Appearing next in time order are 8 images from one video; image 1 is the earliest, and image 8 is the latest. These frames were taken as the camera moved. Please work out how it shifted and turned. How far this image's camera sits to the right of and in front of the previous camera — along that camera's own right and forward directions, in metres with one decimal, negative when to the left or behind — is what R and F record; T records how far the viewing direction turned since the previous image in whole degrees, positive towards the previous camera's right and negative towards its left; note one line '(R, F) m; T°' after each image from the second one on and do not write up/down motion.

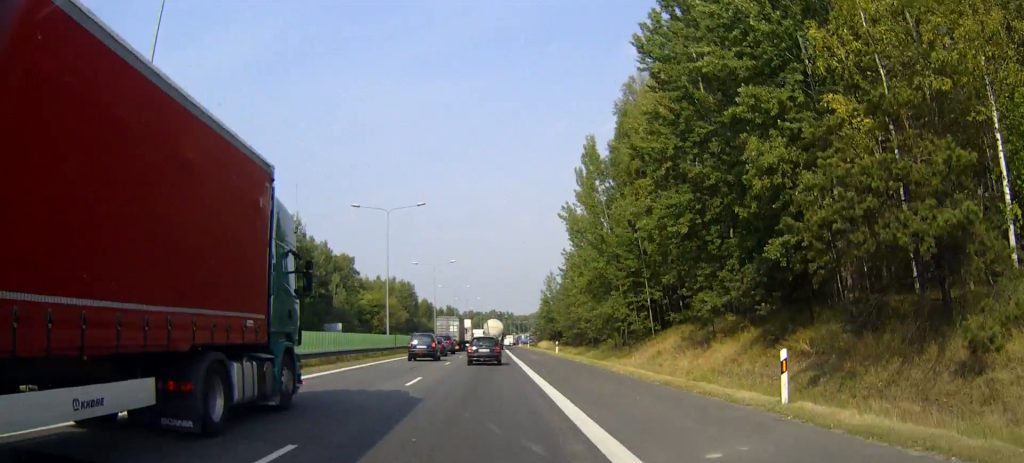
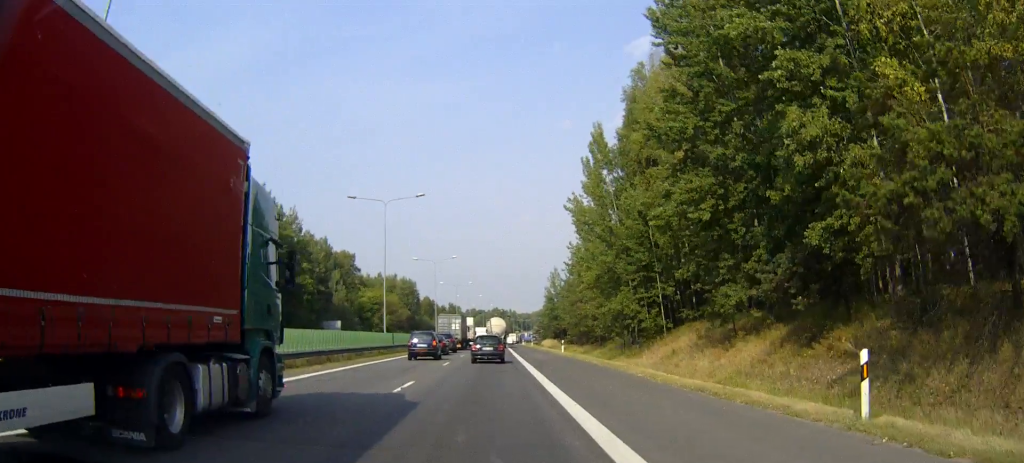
(0.0, +3.0) m; 0°
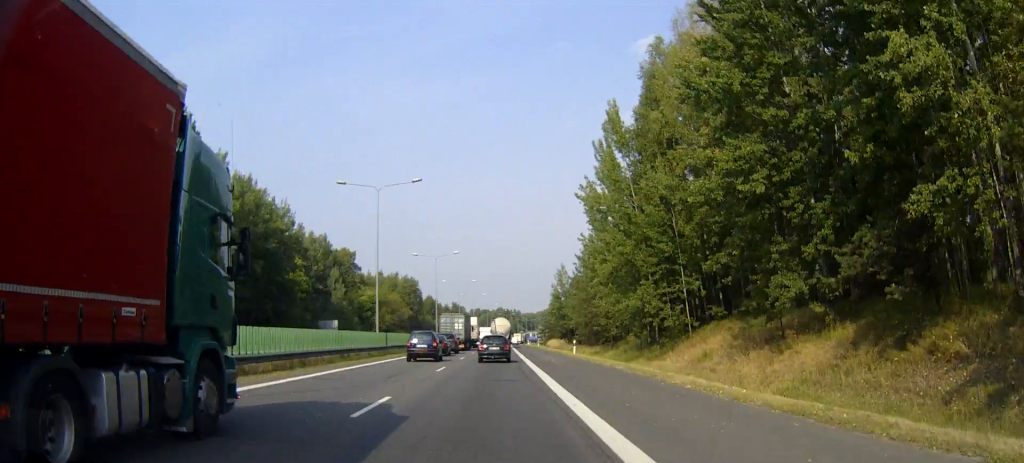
(0.0, +5.4) m; 0°
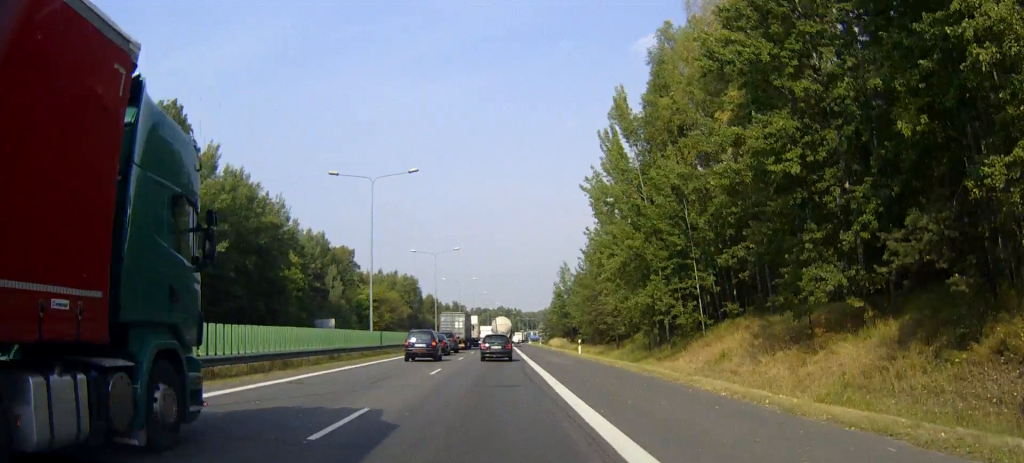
(0.0, +2.8) m; 0°
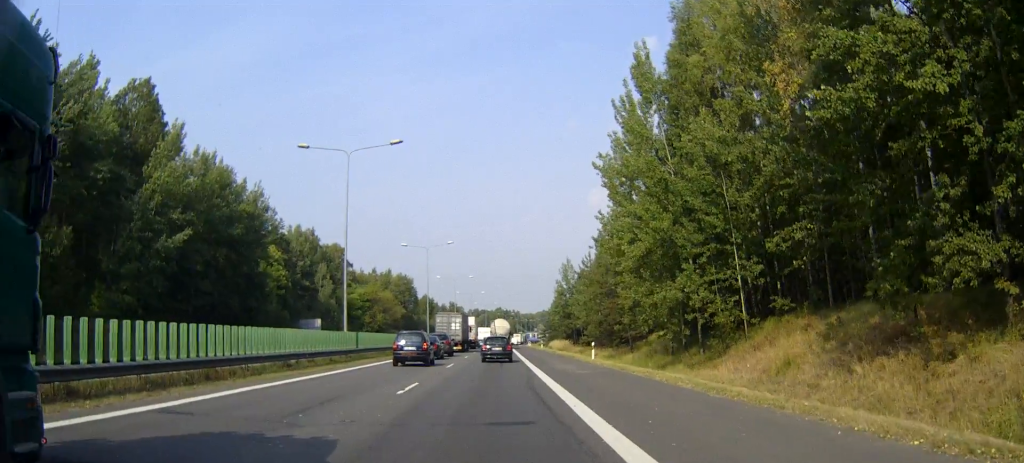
(+0.1, +7.8) m; +1°
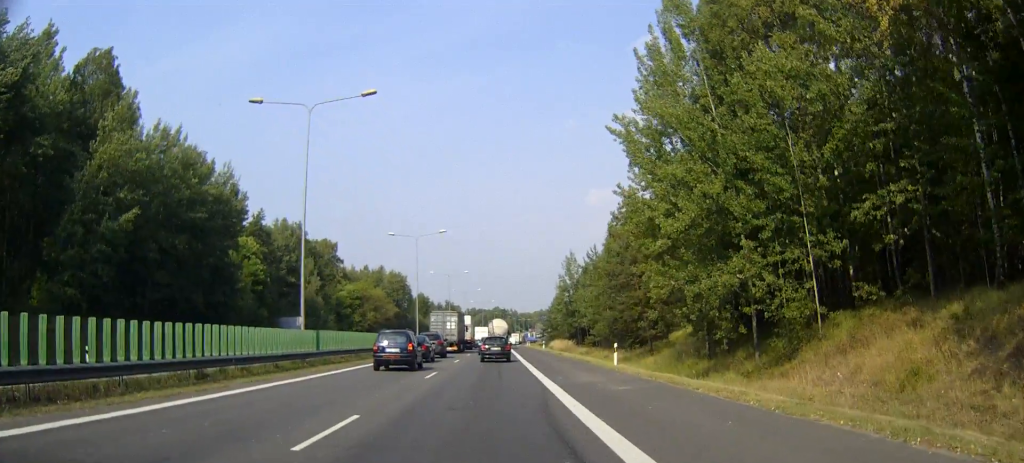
(+0.1, +8.7) m; +2°
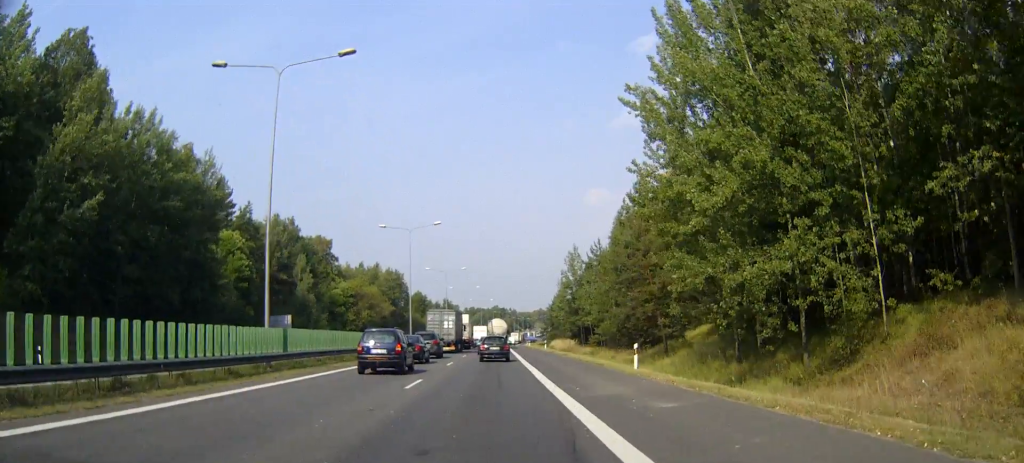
(0.0, +5.1) m; 0°
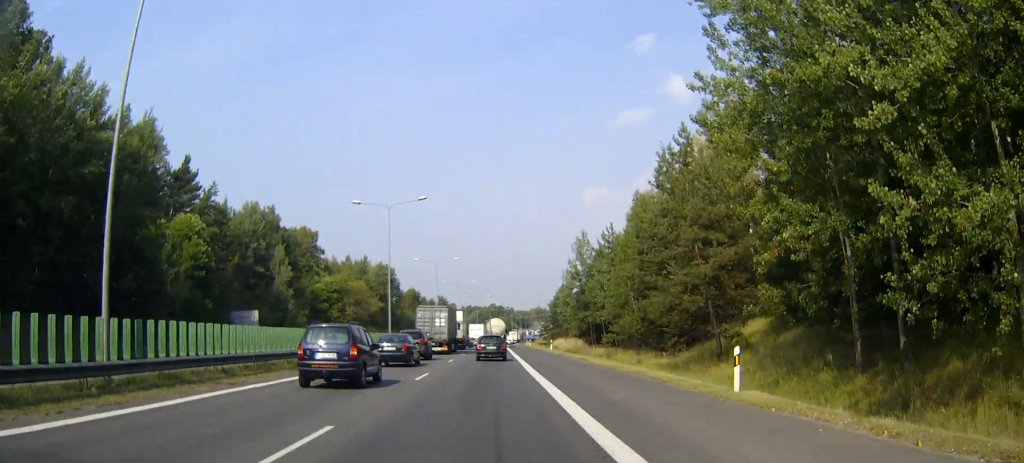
(0.0, +12.3) m; 0°
